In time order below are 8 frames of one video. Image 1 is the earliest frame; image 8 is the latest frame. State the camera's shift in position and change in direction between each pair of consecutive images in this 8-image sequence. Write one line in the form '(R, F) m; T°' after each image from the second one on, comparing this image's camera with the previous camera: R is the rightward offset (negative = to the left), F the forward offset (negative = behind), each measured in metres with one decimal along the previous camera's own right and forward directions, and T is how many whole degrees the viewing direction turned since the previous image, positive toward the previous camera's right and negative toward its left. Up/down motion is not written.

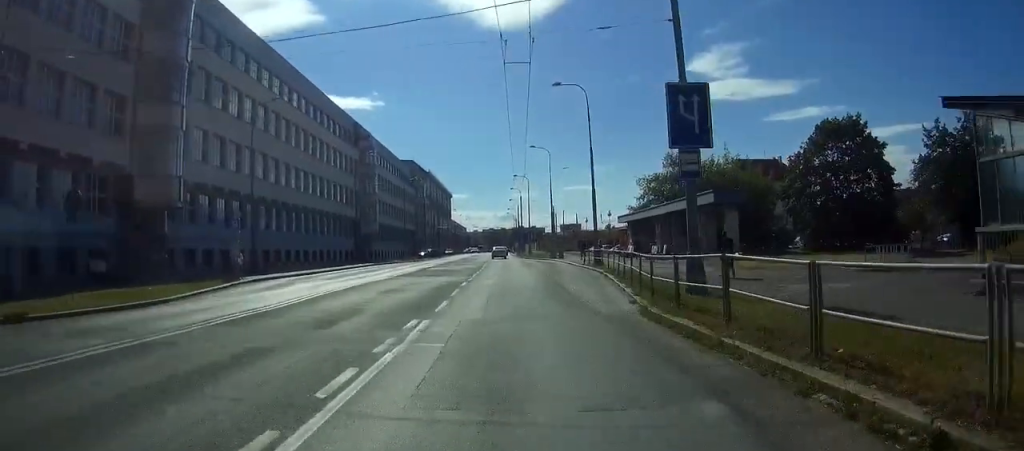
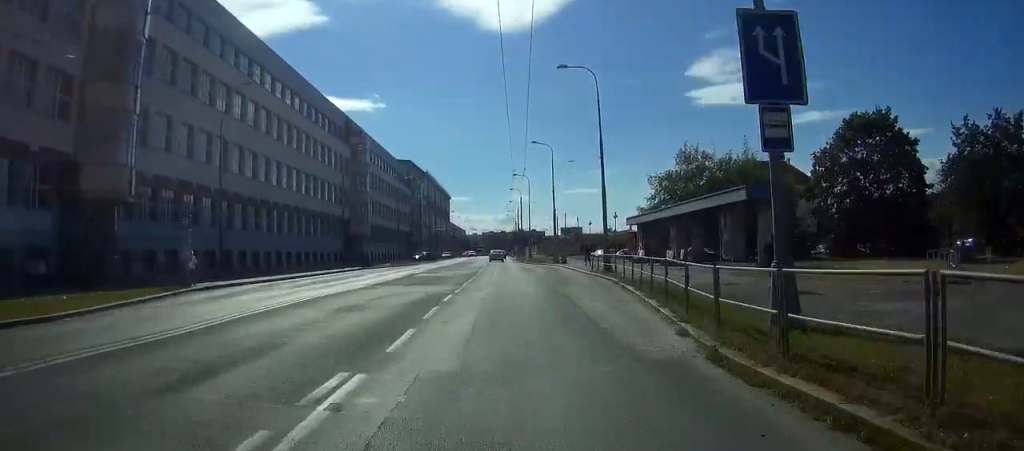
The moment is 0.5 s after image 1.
(+0.1, +5.9) m; 0°
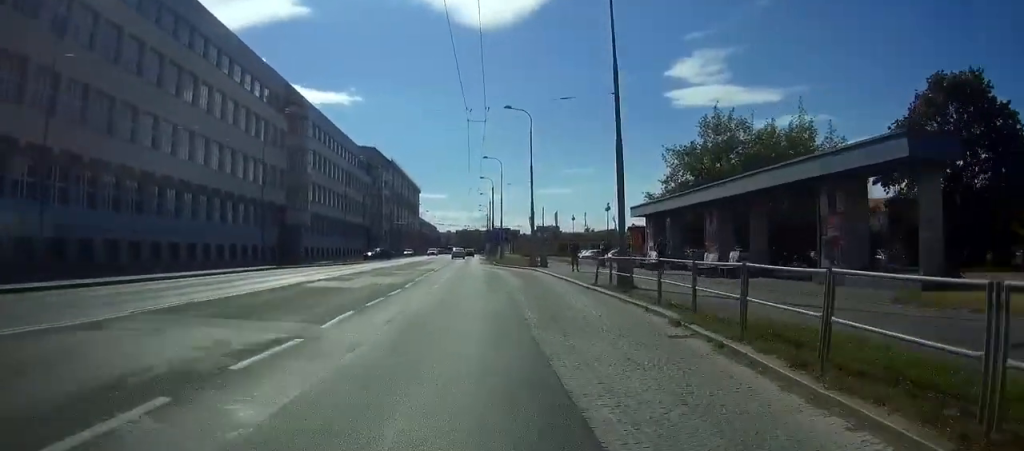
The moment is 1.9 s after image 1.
(-0.1, +17.7) m; -1°
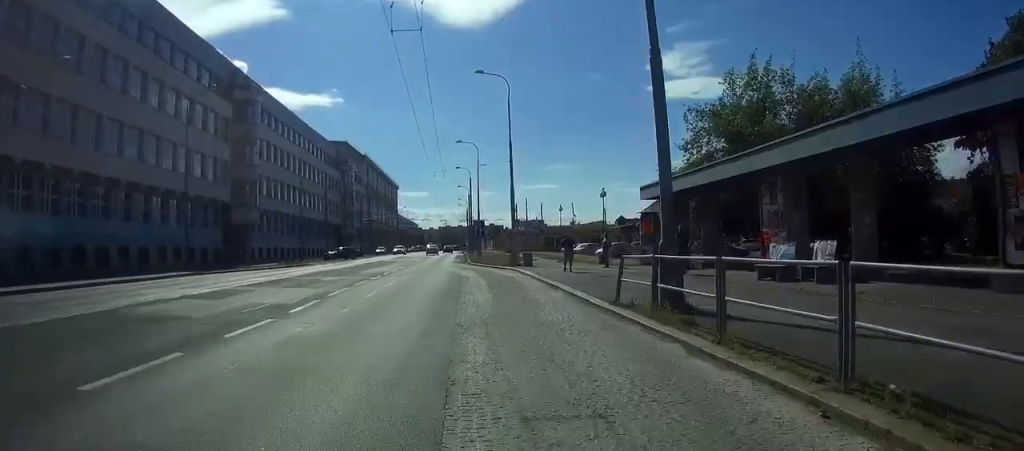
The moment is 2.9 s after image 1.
(0.0, +11.8) m; +1°
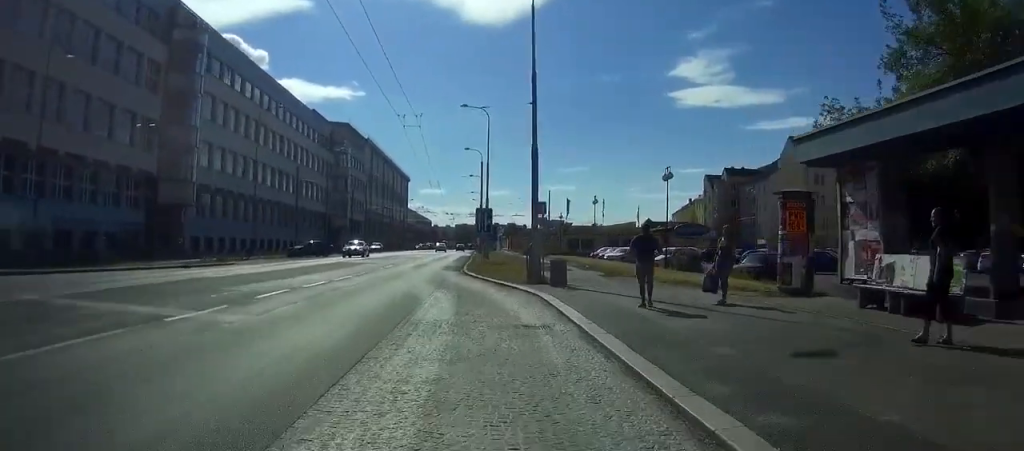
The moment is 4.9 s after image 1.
(+0.4, +21.3) m; +1°
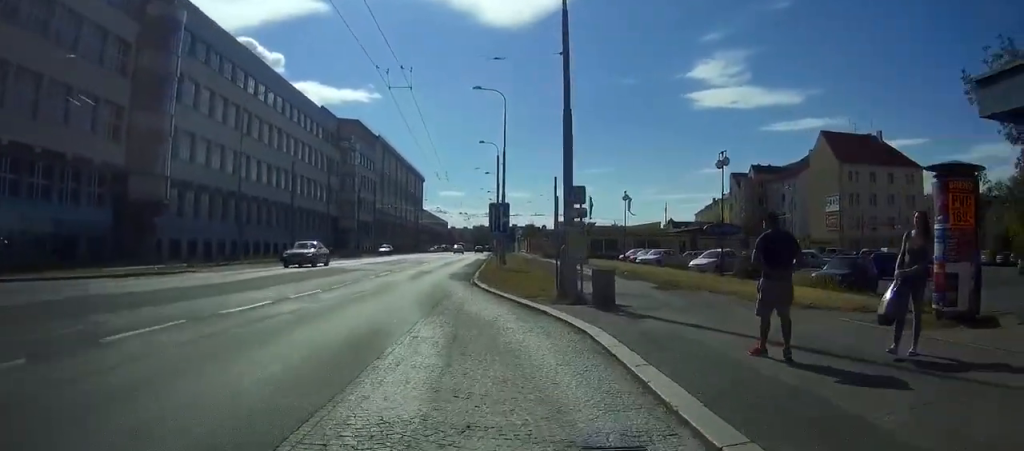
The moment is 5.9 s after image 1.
(-0.1, +8.6) m; -2°
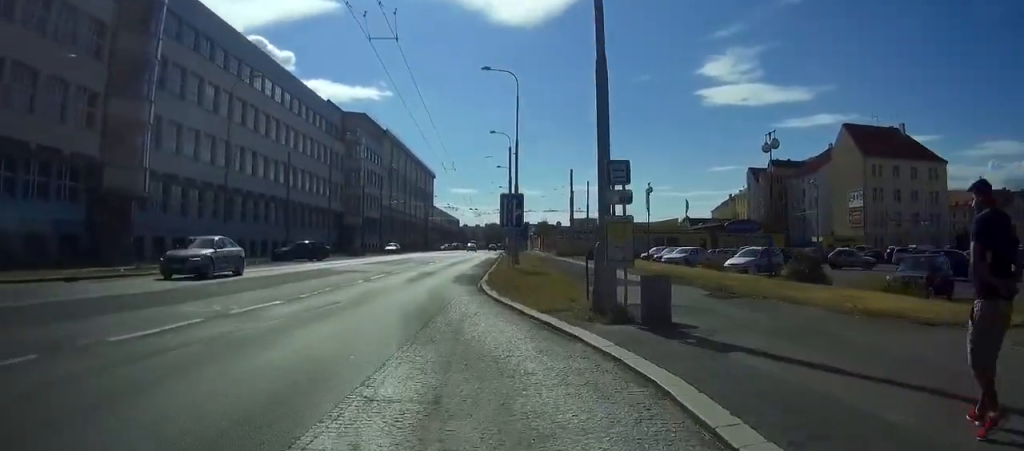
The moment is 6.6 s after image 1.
(-0.2, +5.9) m; -2°
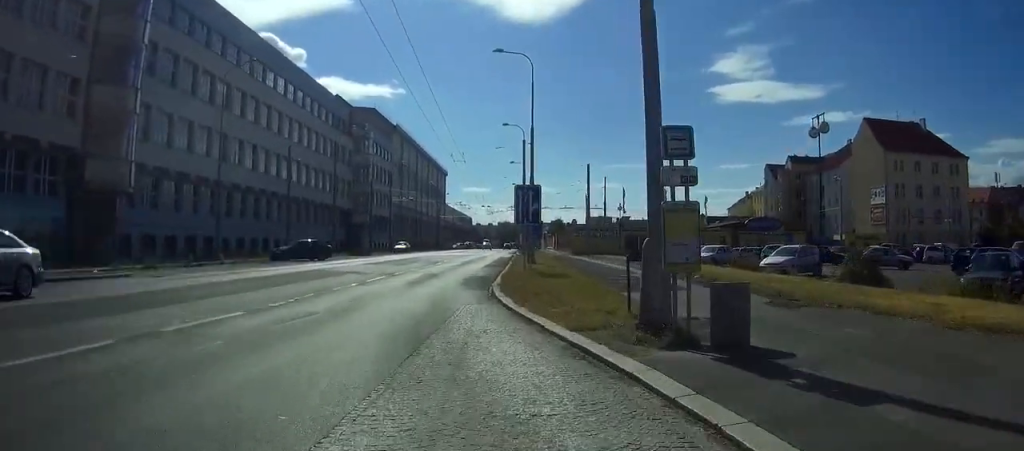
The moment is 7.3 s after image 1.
(-0.1, +4.4) m; -2°
